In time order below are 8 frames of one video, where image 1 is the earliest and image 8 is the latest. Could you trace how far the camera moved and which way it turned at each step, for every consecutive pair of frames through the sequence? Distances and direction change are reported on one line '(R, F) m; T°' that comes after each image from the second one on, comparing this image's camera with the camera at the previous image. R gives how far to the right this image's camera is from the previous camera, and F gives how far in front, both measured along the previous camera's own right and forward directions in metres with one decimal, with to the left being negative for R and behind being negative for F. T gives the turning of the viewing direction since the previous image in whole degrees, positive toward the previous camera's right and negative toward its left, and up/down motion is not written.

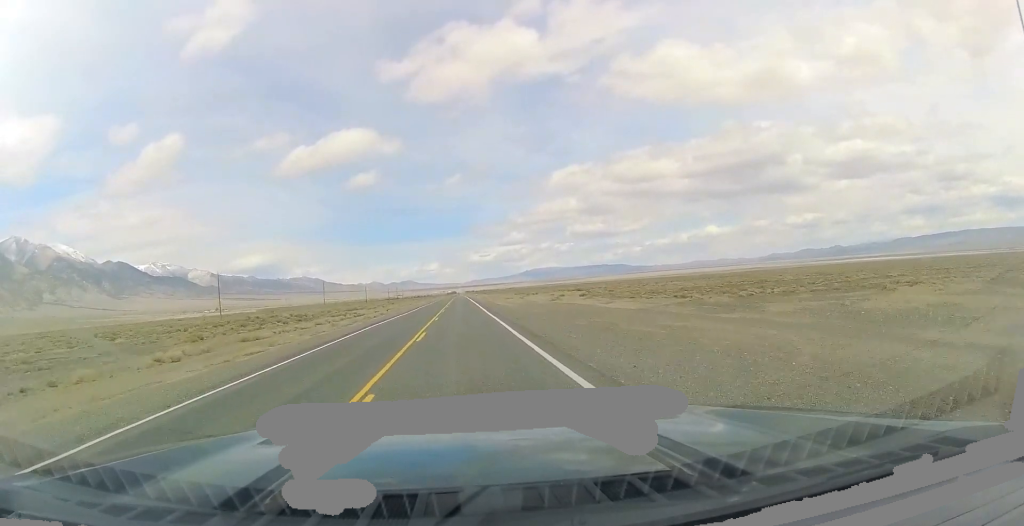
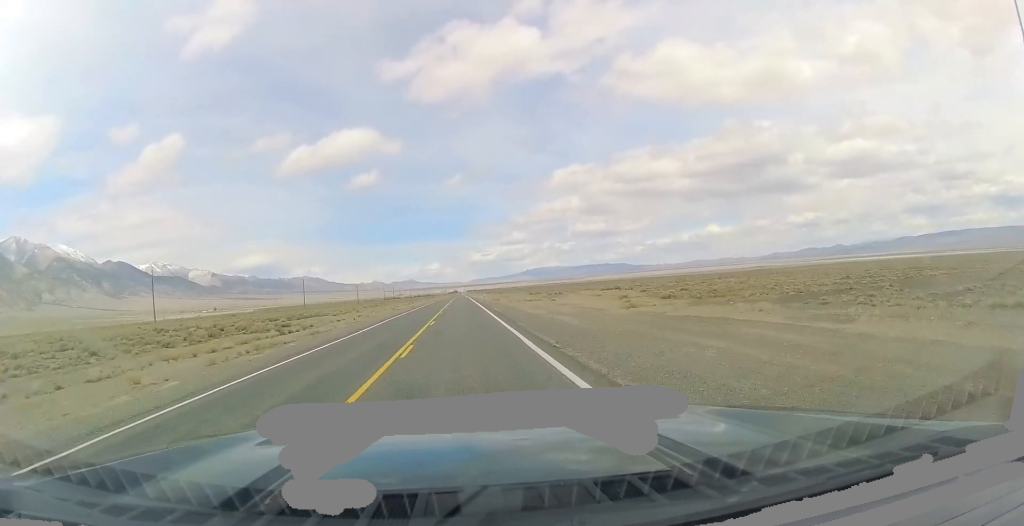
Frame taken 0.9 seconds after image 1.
(+0.3, +32.6) m; +1°
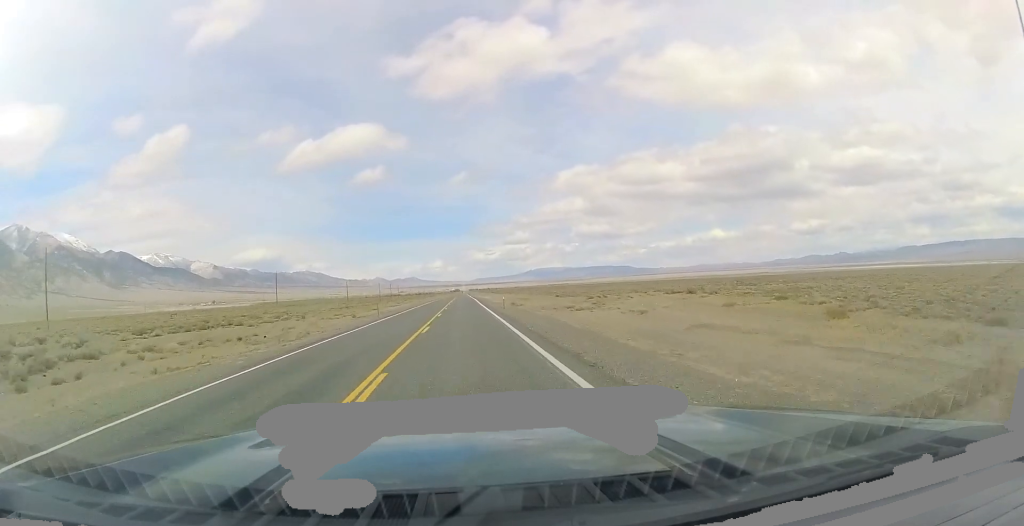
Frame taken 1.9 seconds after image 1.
(0.0, +33.8) m; 0°
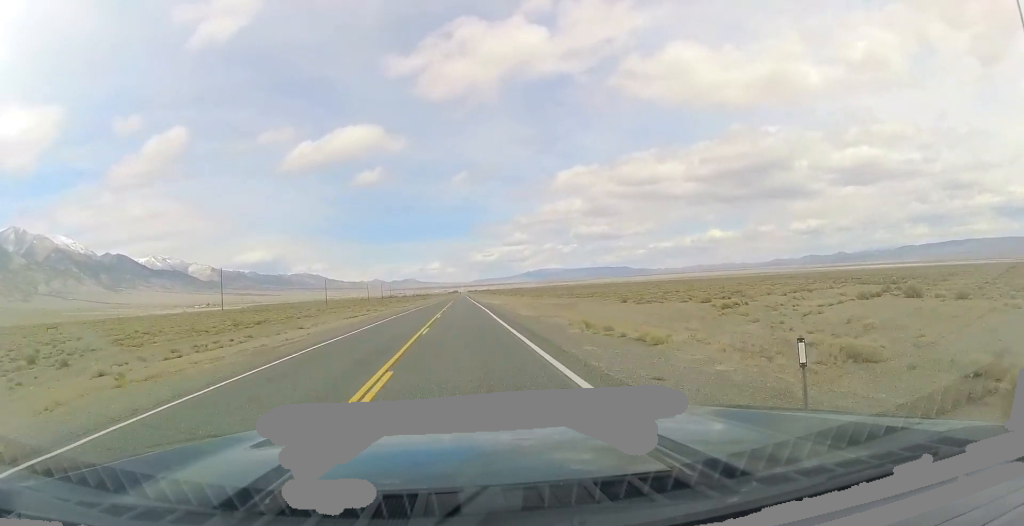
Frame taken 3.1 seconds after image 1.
(-0.2, +40.7) m; 0°
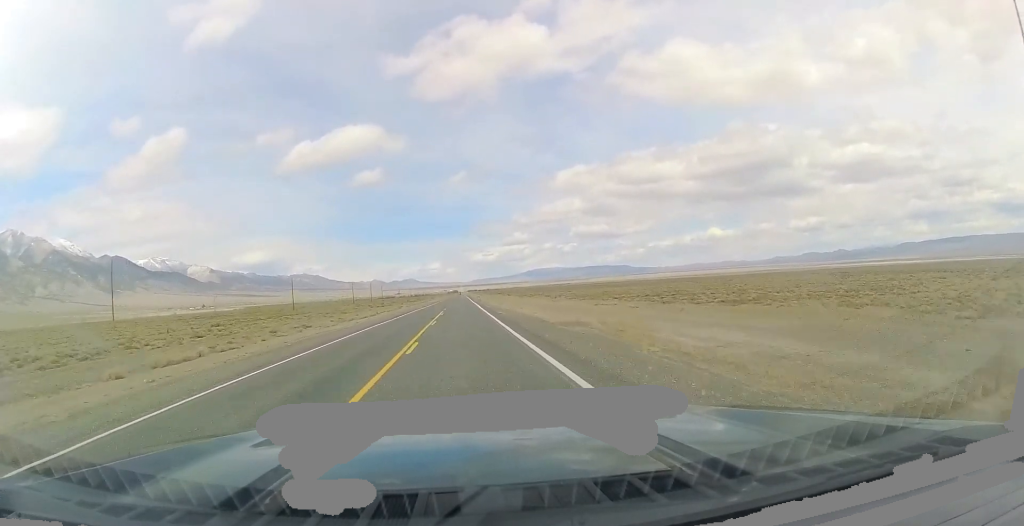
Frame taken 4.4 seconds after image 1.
(+0.3, +47.6) m; +1°
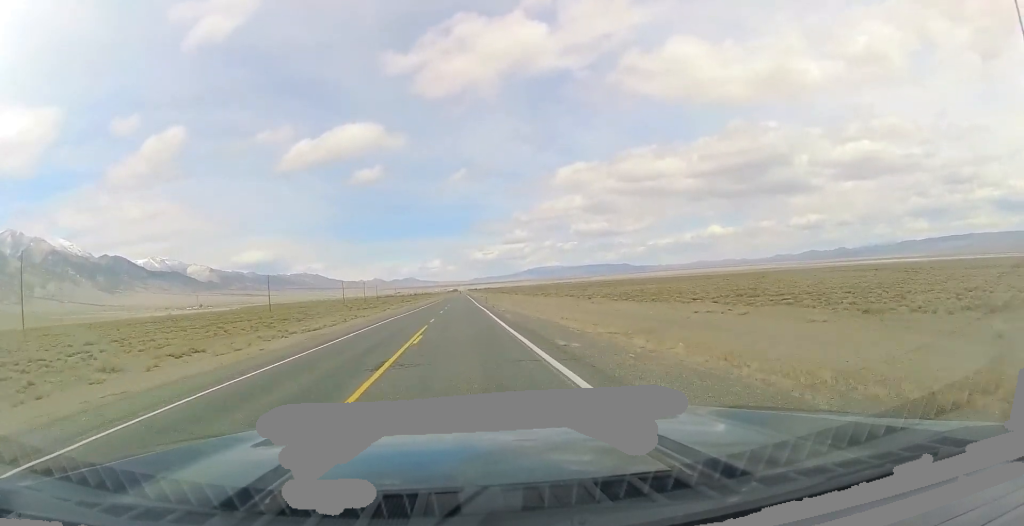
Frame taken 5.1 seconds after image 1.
(+0.2, +24.3) m; 0°
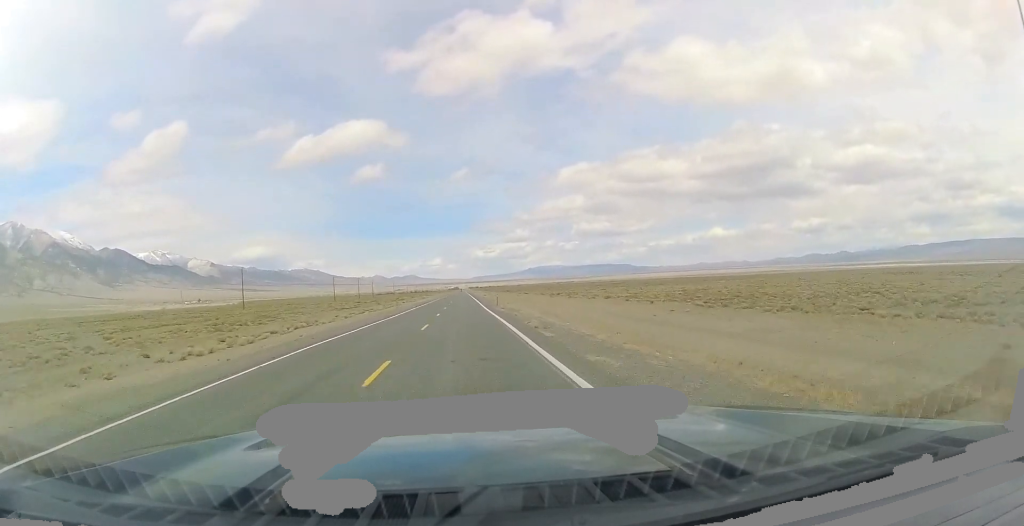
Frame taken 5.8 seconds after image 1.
(-0.1, +22.0) m; -1°
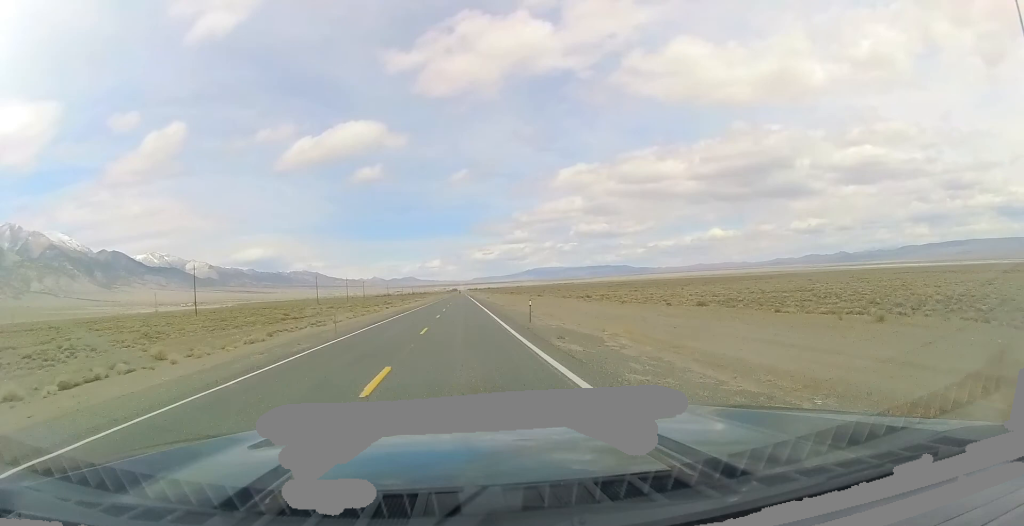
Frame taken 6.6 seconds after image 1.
(-0.3, +27.7) m; -1°
